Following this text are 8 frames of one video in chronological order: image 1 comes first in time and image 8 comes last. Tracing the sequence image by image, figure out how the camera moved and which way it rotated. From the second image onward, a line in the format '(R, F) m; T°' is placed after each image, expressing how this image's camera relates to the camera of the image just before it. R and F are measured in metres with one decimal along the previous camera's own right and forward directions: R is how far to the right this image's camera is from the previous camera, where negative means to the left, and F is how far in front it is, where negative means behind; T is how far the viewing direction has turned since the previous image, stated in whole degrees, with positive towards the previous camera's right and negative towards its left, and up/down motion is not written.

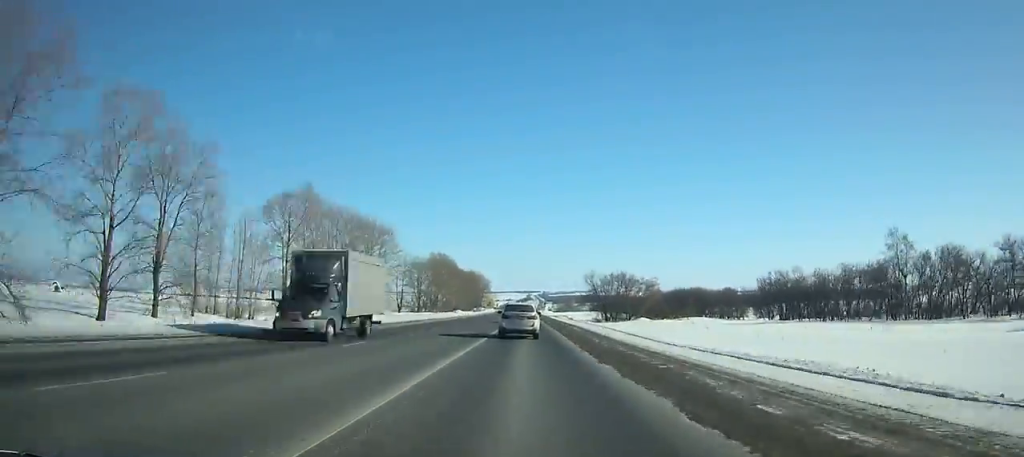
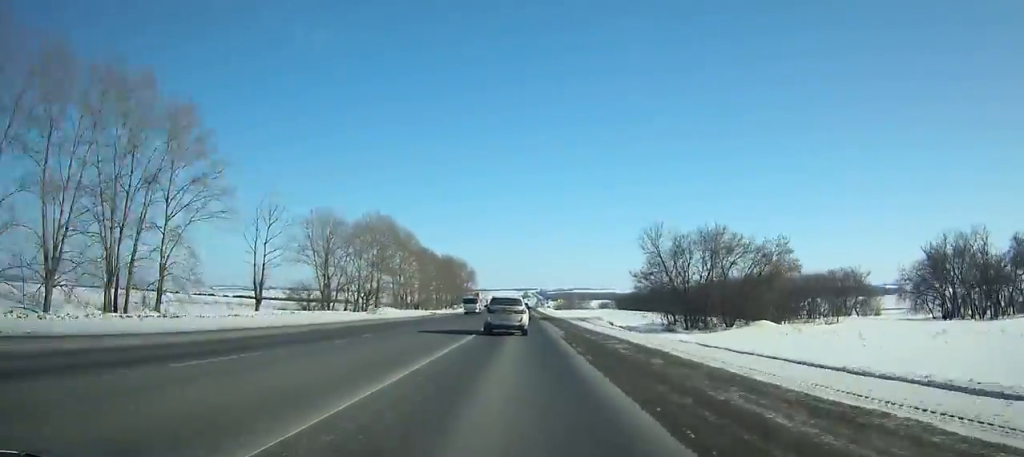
(+0.5, +66.8) m; 0°
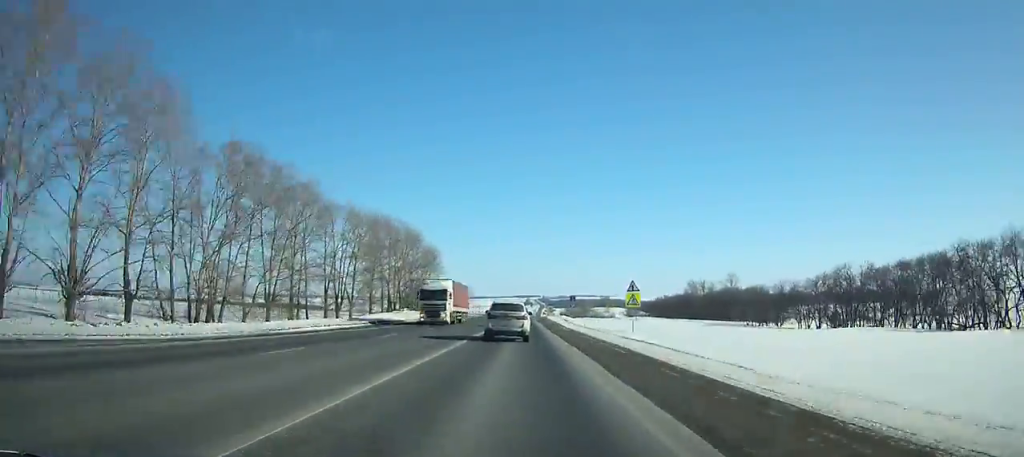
(0.0, +101.9) m; 0°
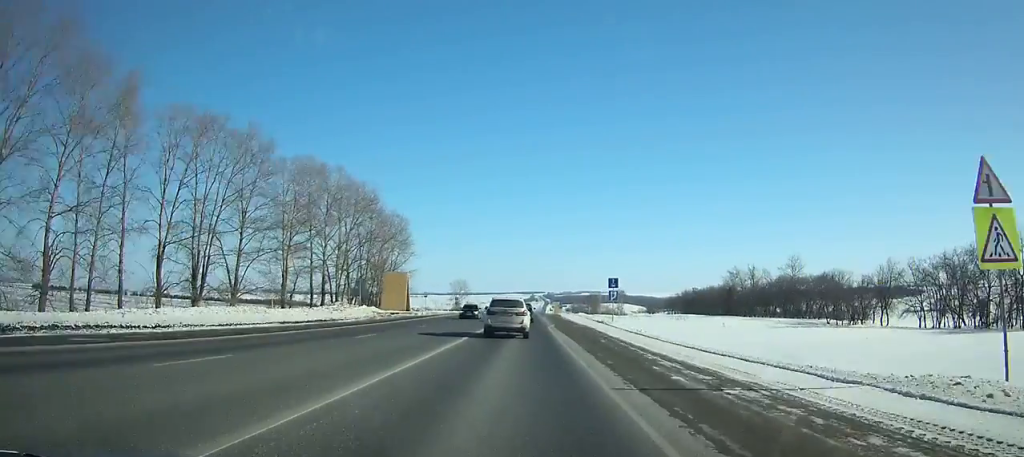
(-0.4, +40.7) m; 0°
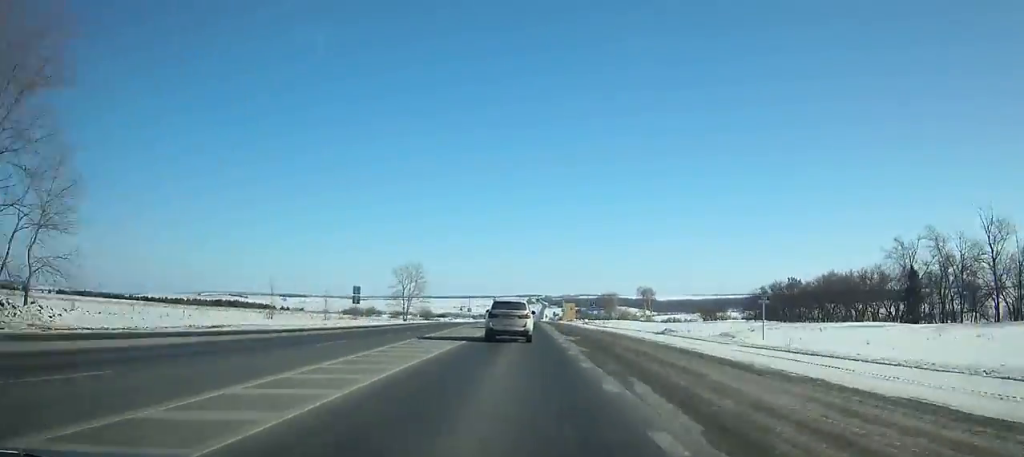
(-0.2, +85.9) m; 0°
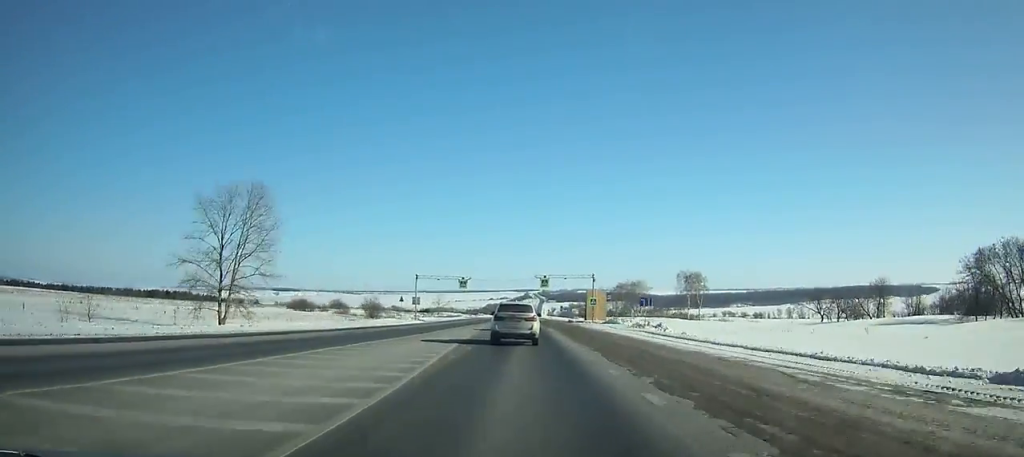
(+0.1, +76.4) m; 0°
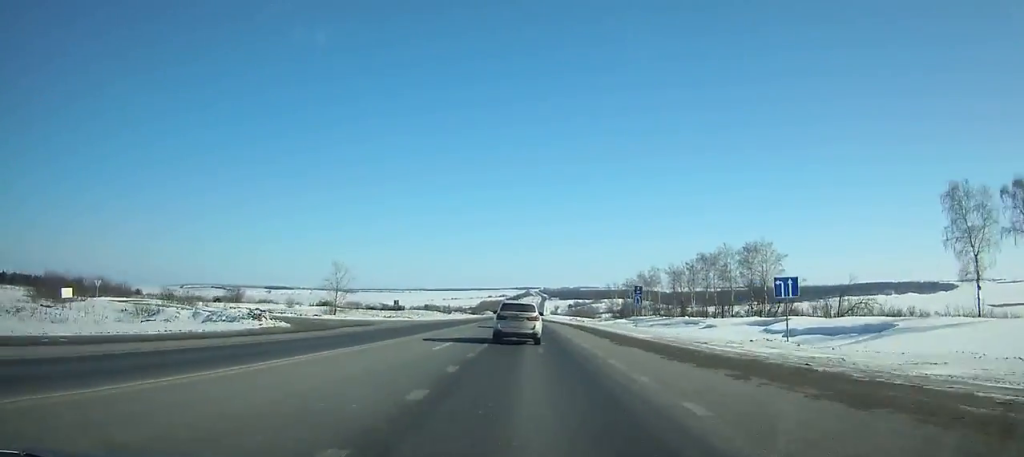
(+0.4, +132.3) m; 0°
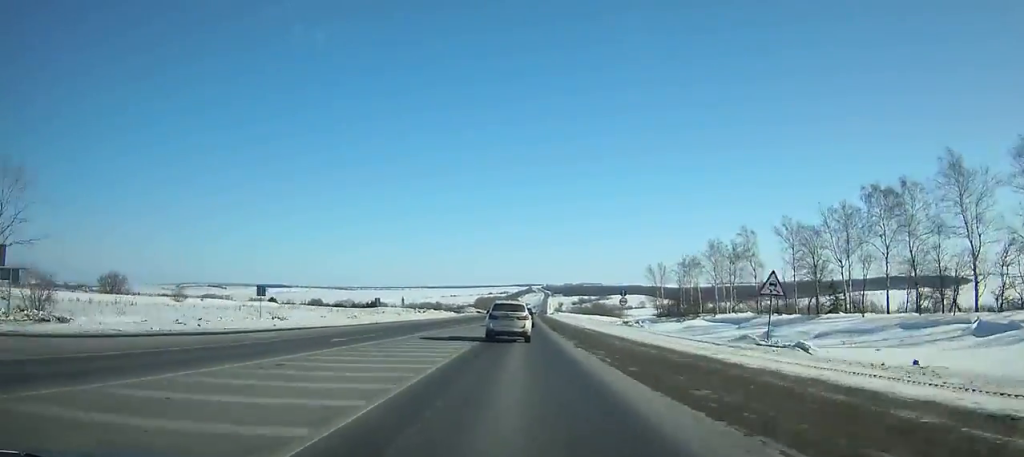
(0.0, +80.1) m; 0°
